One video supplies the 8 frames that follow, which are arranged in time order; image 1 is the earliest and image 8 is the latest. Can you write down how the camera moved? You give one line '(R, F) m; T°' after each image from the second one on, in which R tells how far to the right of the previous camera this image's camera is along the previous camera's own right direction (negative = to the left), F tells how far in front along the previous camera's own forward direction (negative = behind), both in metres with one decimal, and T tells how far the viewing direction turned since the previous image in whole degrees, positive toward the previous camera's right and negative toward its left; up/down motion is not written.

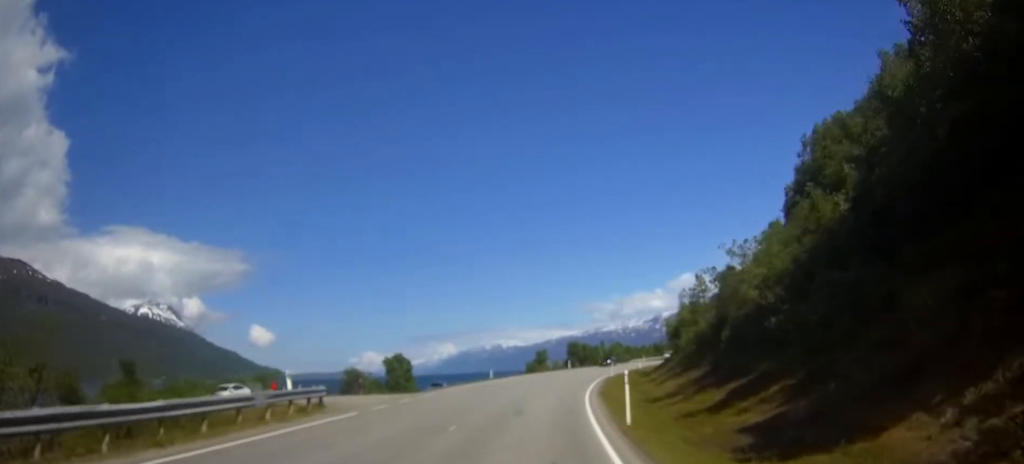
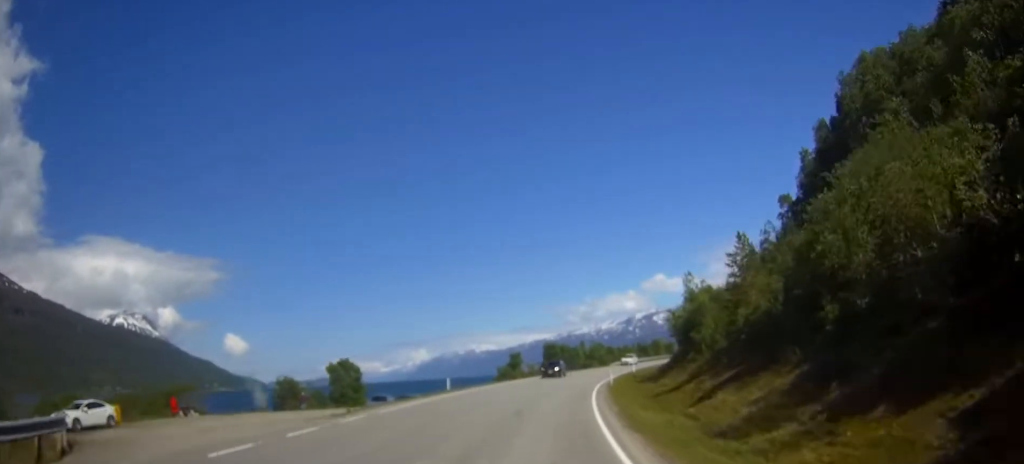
(+0.2, +16.2) m; +3°
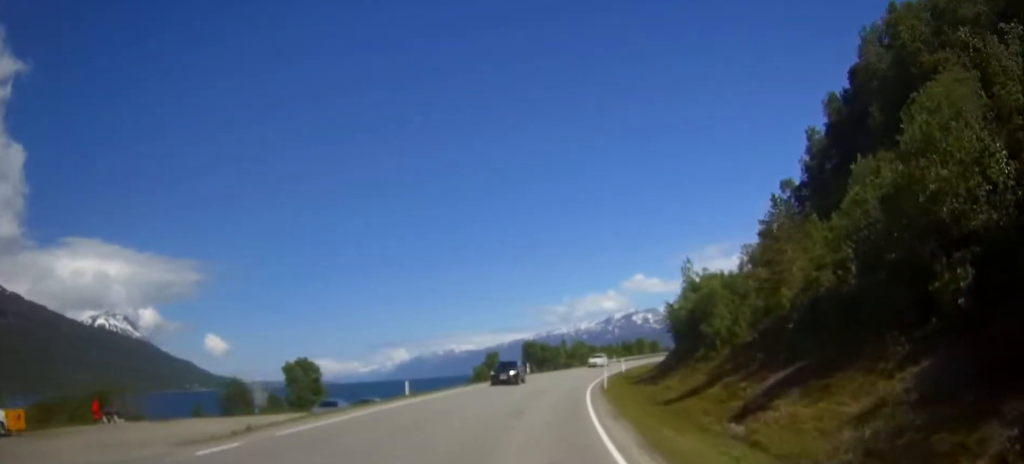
(+0.1, +8.2) m; +2°
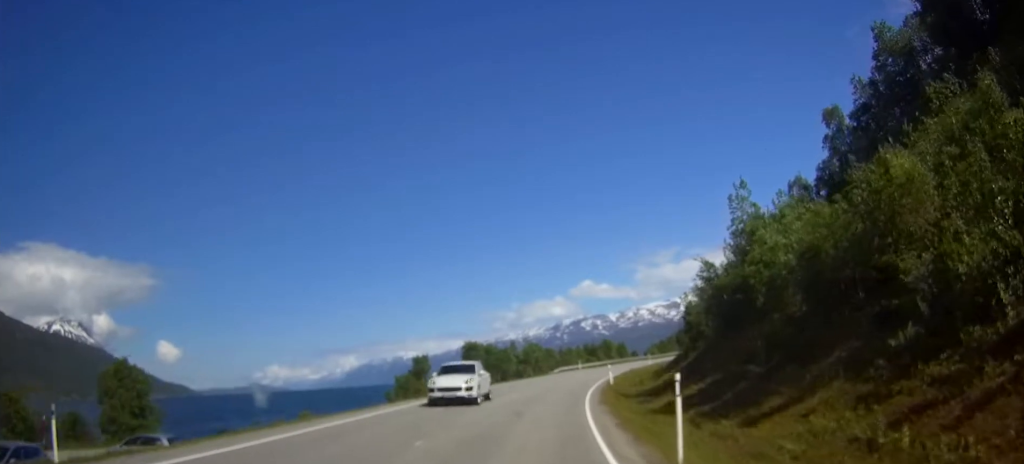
(+1.0, +26.7) m; +4°
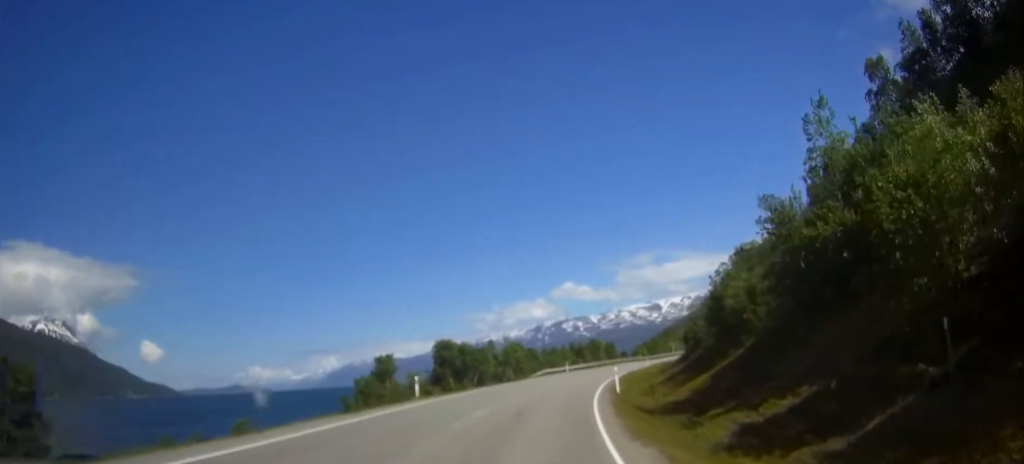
(+0.2, +11.5) m; +3°
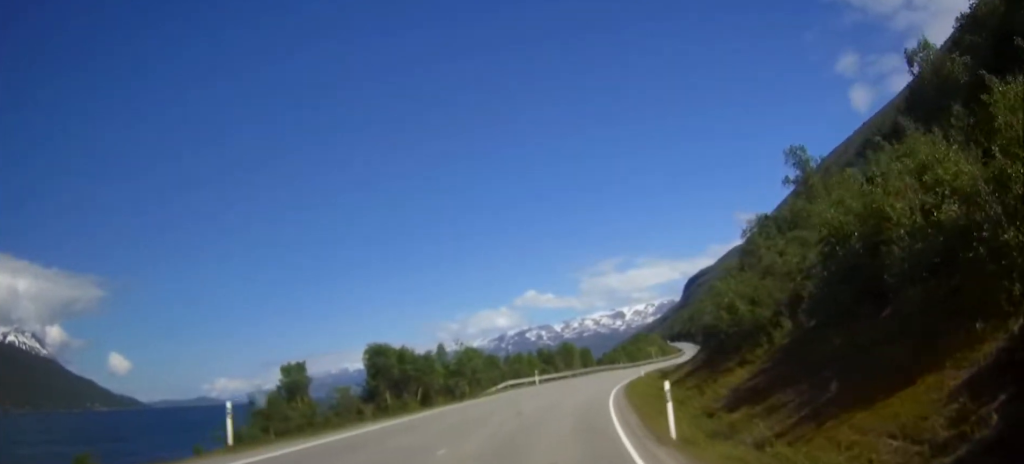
(+0.7, +19.3) m; +2°
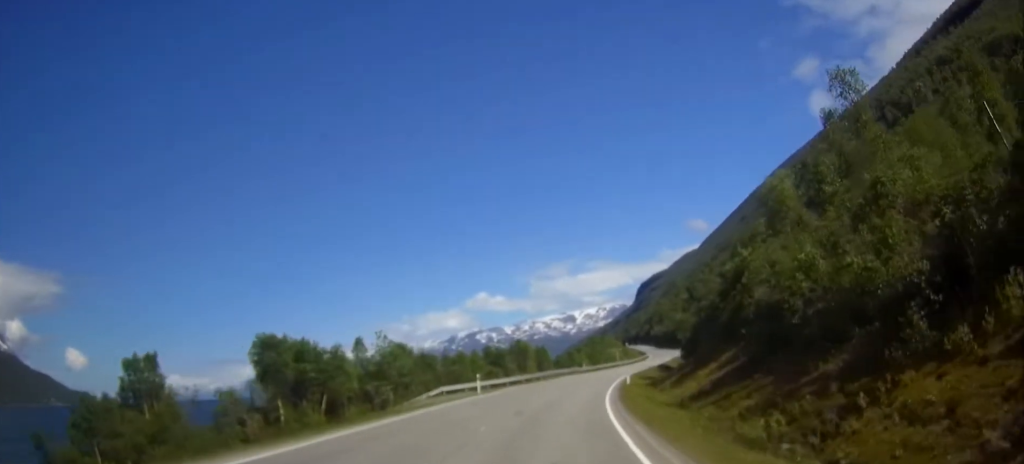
(0.0, +17.6) m; +2°
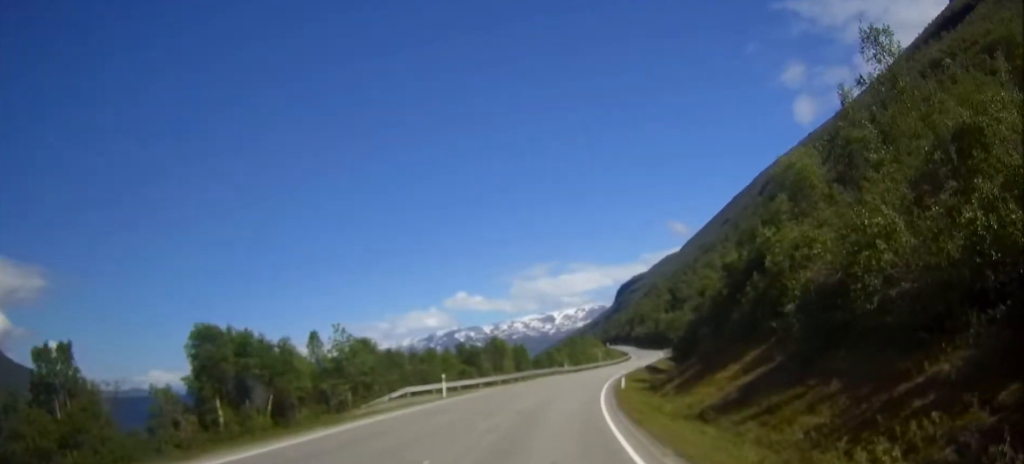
(0.0, +7.0) m; +2°
